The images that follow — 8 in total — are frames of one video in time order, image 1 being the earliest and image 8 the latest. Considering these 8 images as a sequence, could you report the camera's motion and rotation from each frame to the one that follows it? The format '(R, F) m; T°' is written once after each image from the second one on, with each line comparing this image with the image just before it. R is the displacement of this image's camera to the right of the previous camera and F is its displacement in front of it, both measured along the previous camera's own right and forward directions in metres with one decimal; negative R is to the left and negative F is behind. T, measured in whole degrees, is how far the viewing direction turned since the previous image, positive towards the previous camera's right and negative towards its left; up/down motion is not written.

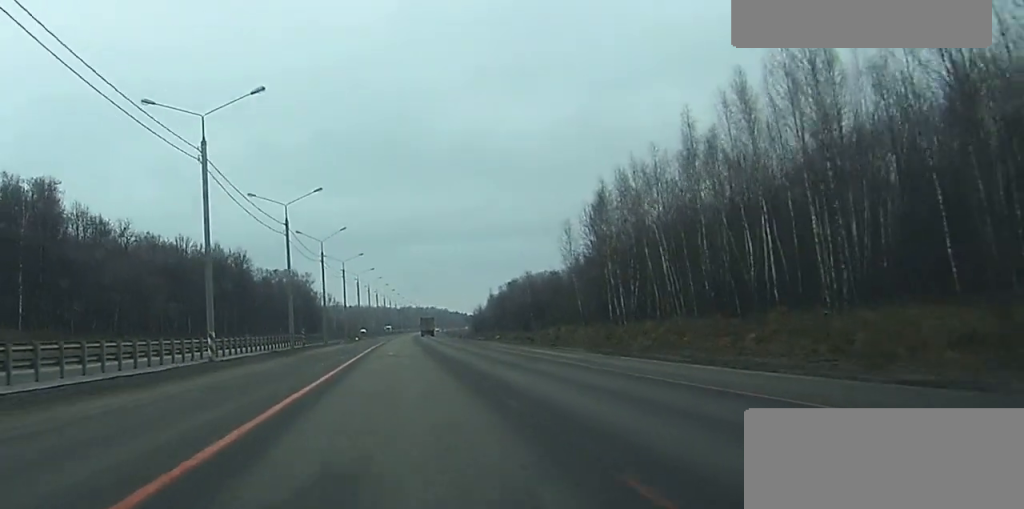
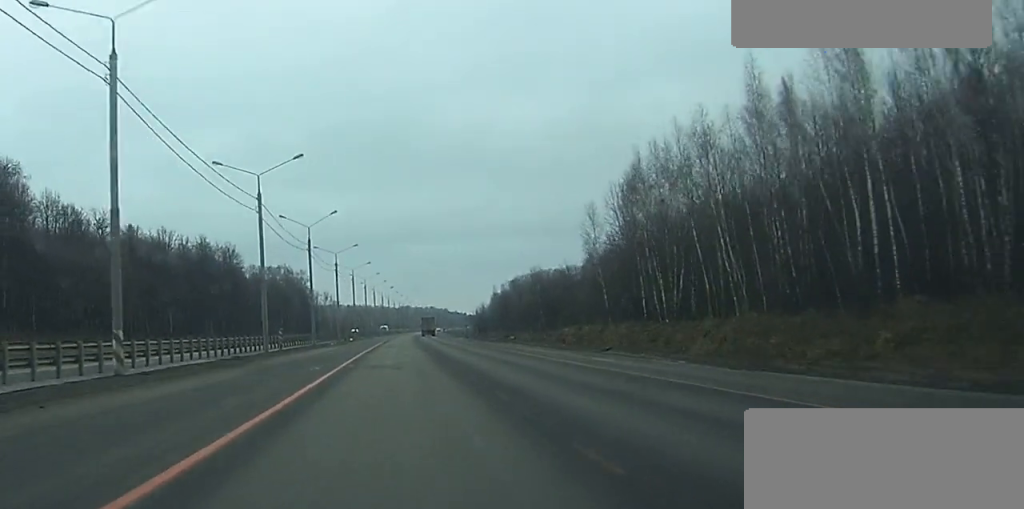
(0.0, +14.2) m; 0°
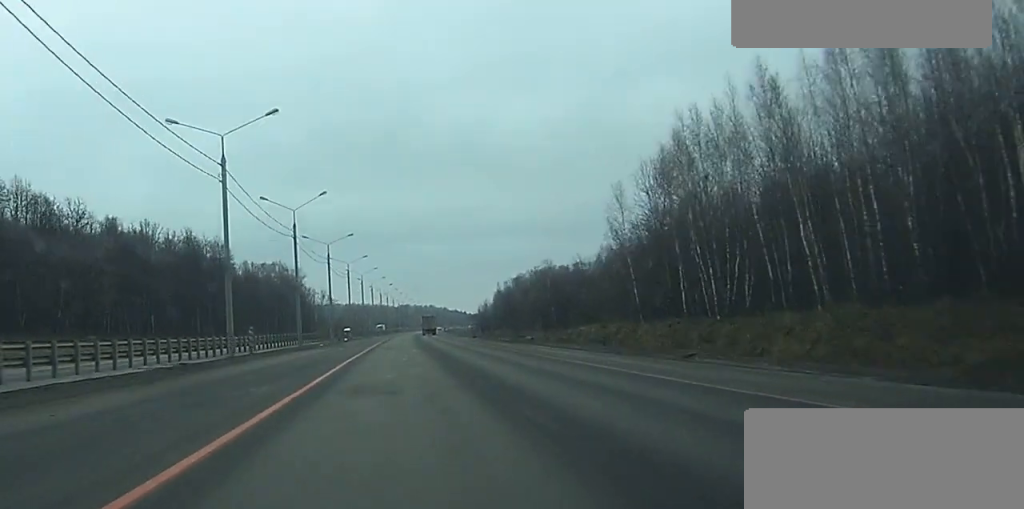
(0.0, +12.3) m; 0°
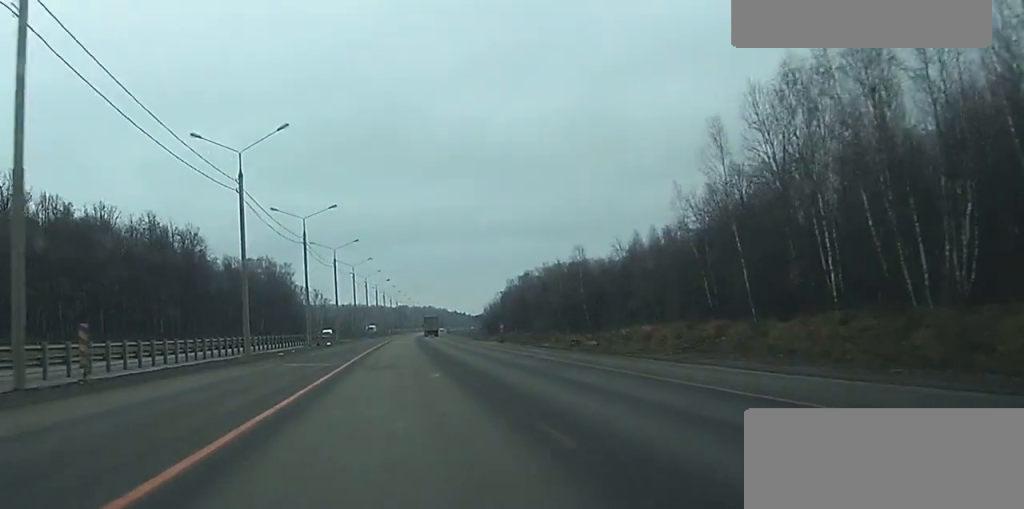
(0.0, +26.5) m; 0°
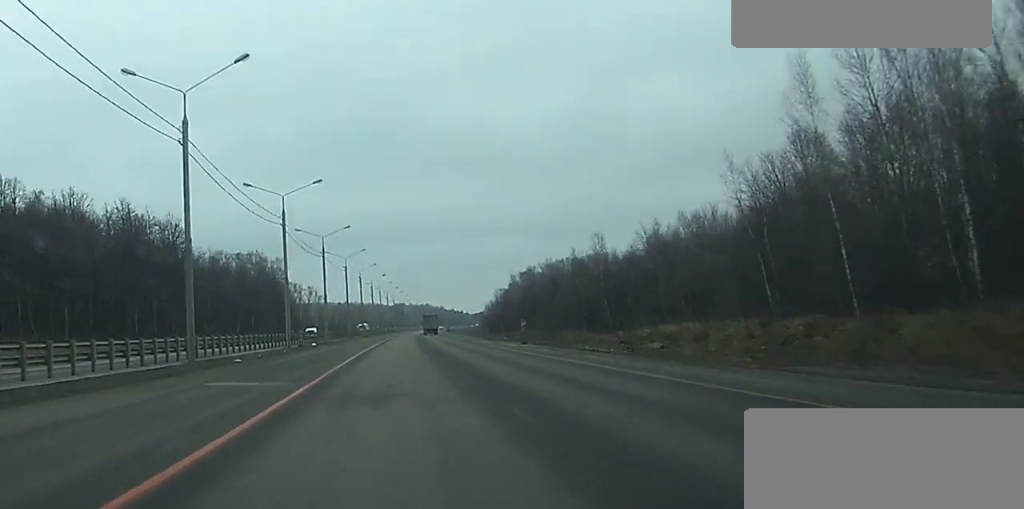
(0.0, +13.3) m; 0°
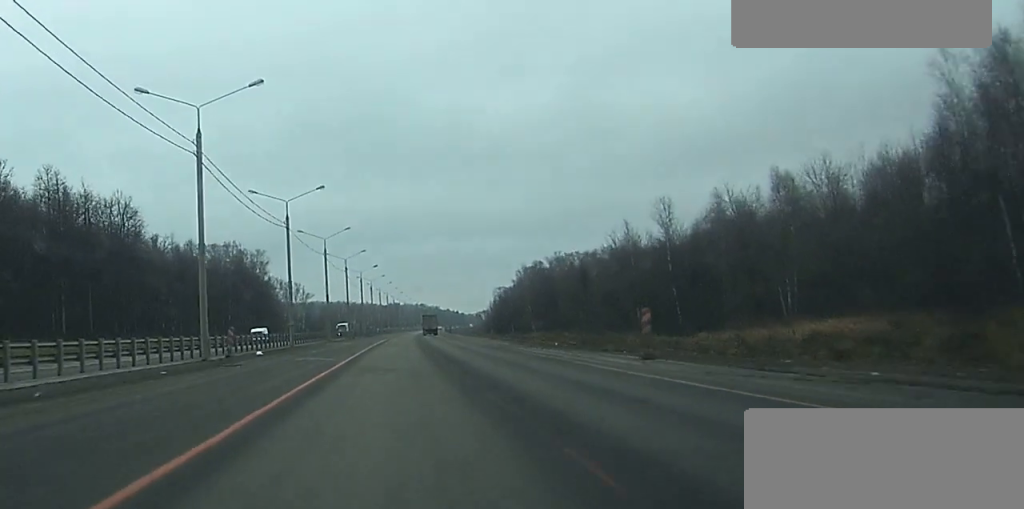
(+0.2, +28.6) m; 0°
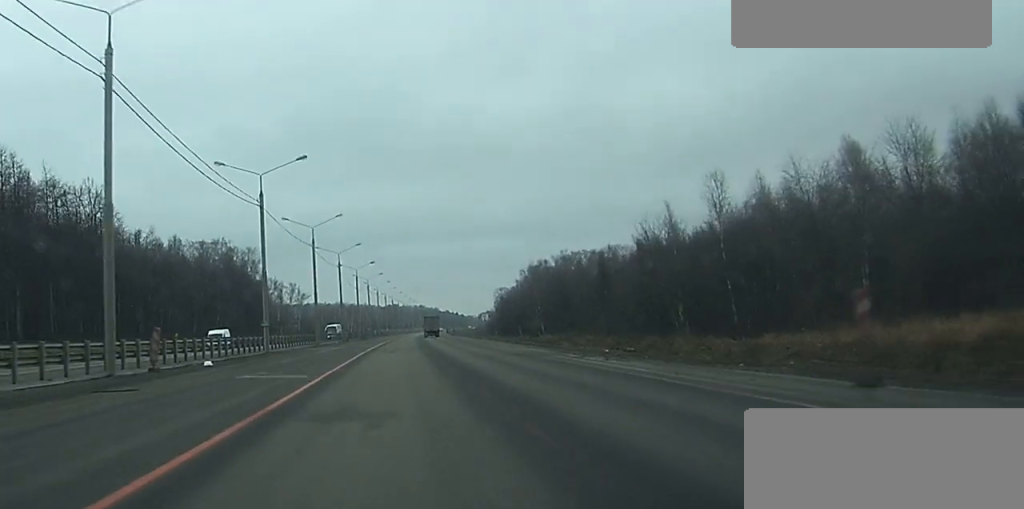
(0.0, +13.4) m; 0°
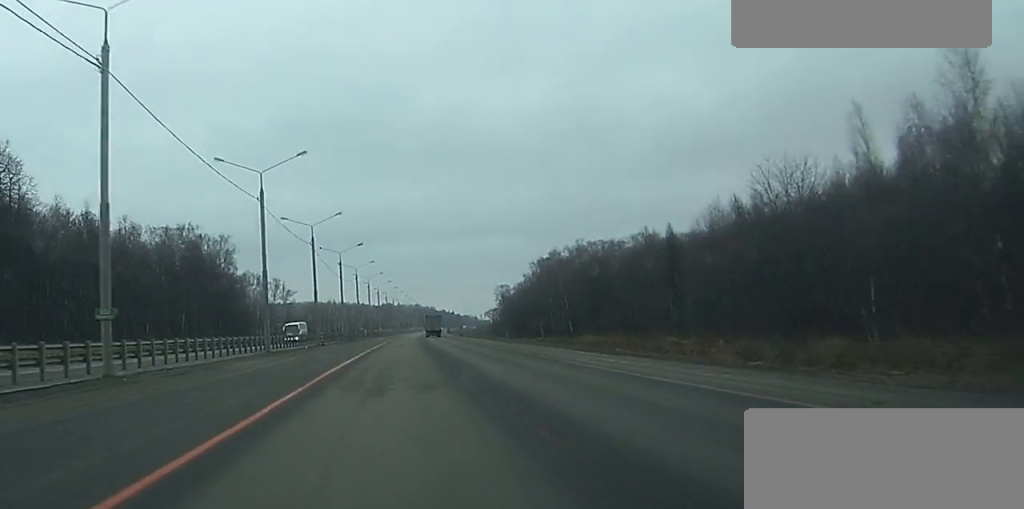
(-0.1, +31.7) m; 0°
